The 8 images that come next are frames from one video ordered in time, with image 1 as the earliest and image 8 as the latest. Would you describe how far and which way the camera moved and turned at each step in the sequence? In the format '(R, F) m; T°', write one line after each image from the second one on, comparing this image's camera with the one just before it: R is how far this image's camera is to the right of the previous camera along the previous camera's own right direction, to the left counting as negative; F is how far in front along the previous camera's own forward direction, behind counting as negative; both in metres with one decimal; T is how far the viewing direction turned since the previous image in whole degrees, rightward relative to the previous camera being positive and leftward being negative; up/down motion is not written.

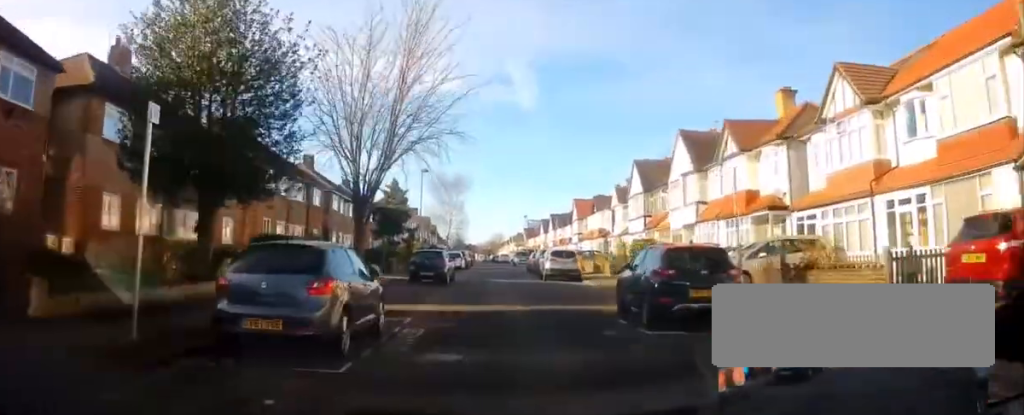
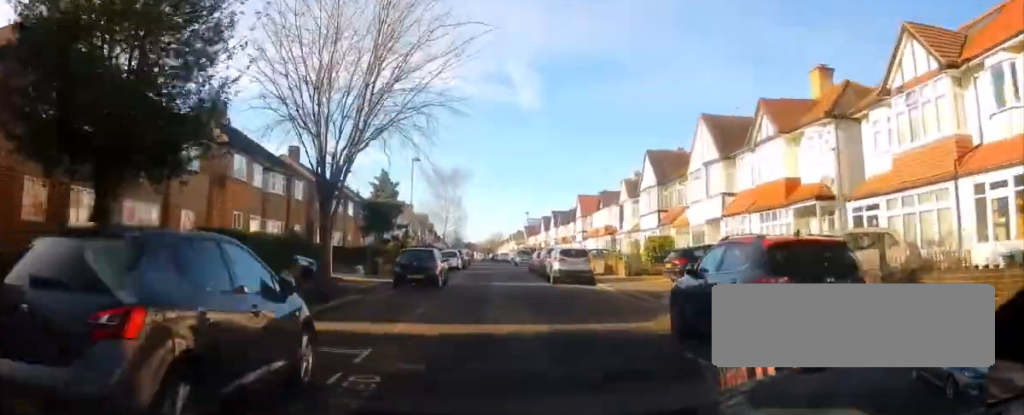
(0.0, +4.0) m; +1°
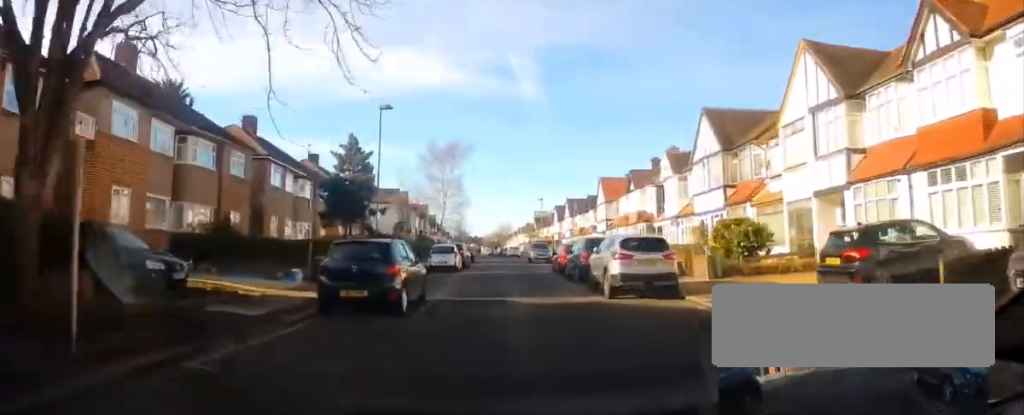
(+0.7, +11.5) m; +3°
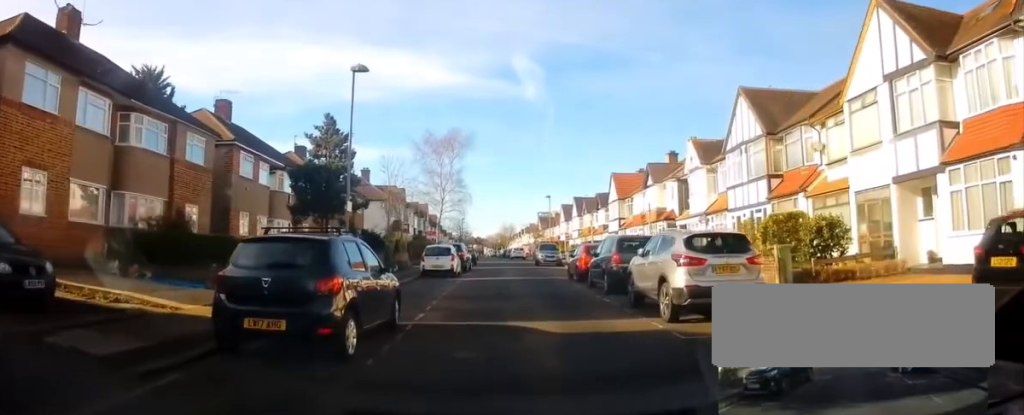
(-0.3, +4.9) m; 0°
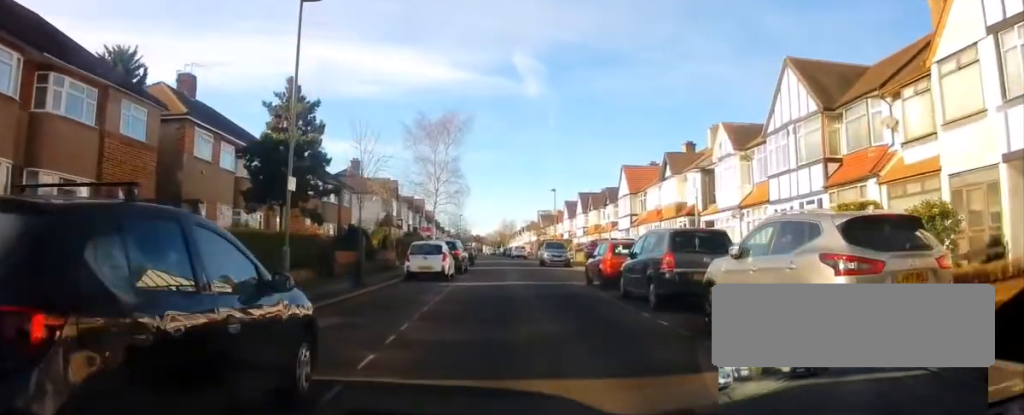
(+0.1, +5.2) m; 0°
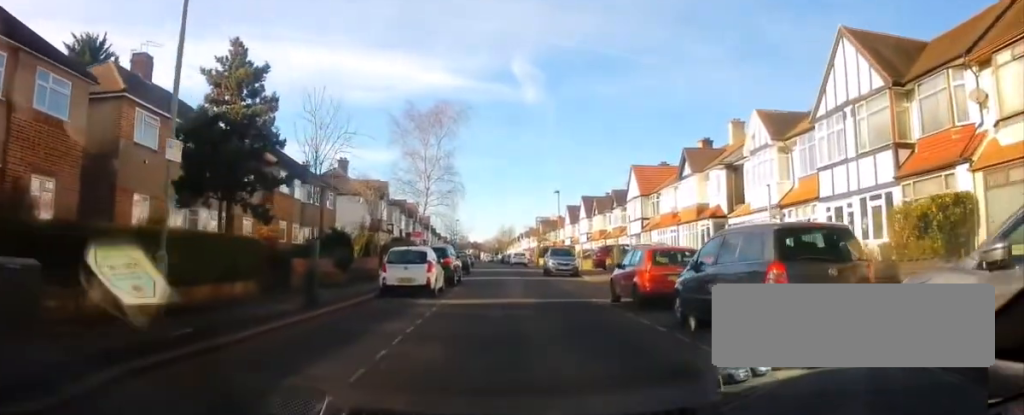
(+0.1, +4.9) m; 0°
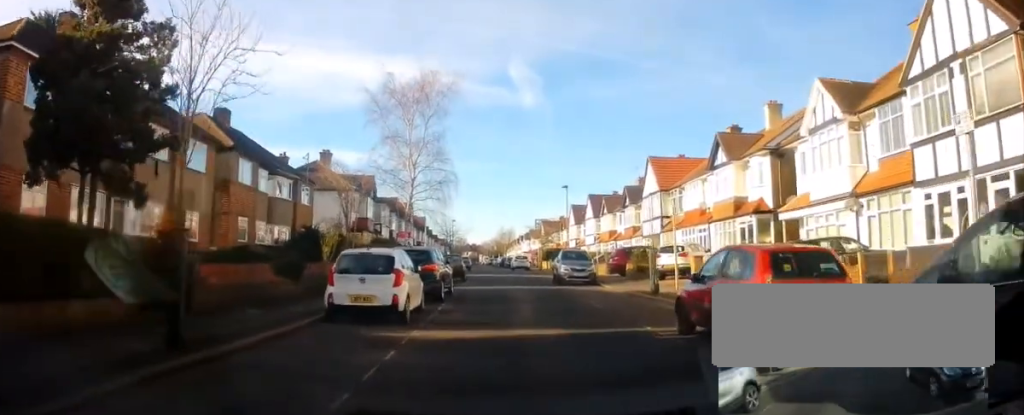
(-0.2, +6.2) m; 0°
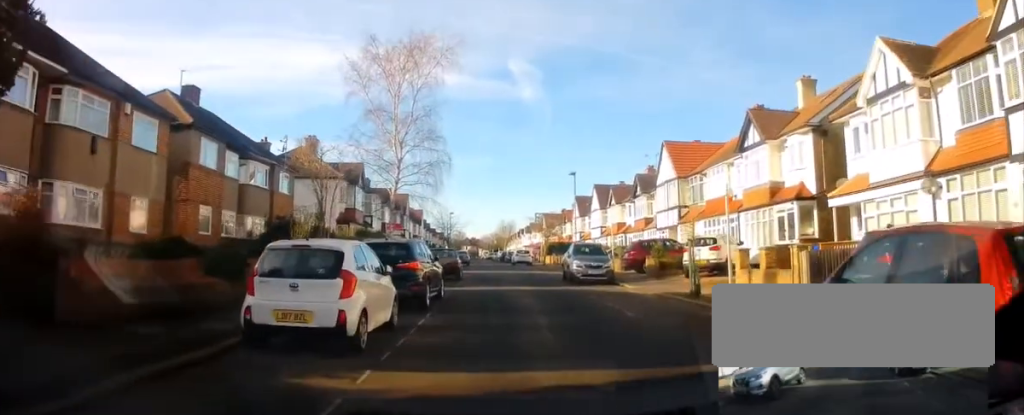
(+0.3, +4.1) m; 0°
